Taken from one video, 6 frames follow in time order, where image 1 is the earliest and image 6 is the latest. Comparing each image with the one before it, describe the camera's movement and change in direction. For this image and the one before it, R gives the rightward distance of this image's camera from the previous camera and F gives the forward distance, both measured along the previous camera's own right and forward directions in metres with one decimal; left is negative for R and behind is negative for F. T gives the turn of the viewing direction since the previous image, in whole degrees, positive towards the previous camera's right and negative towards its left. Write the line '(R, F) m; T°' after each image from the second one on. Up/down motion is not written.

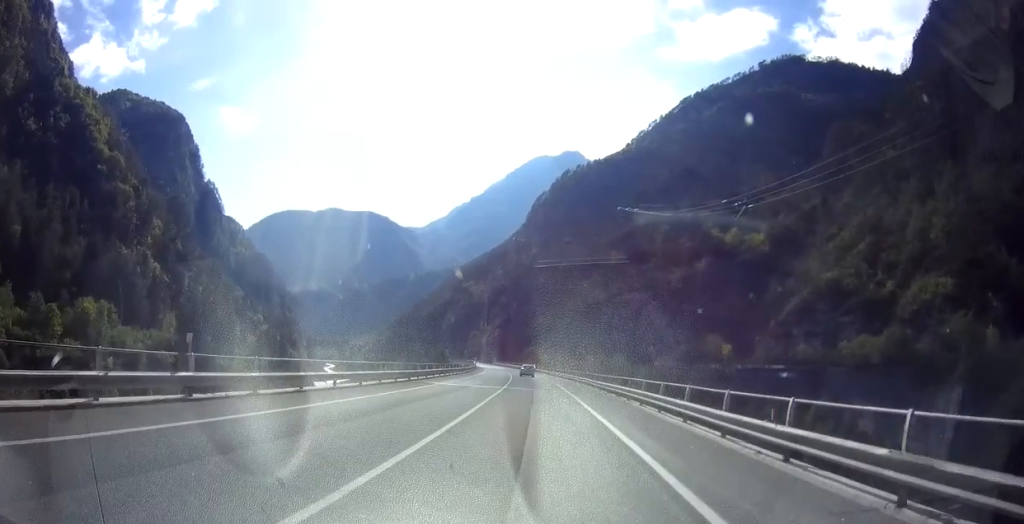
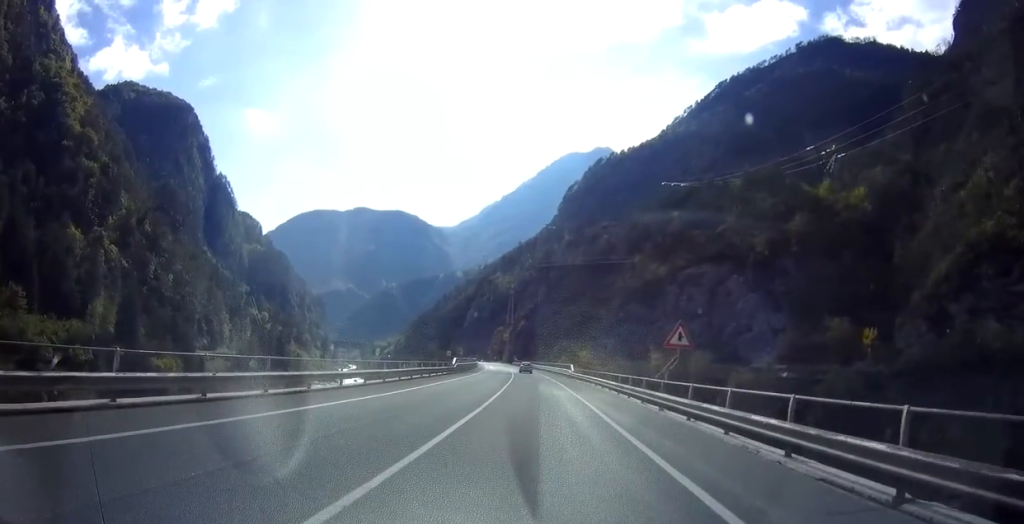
(-2.1, +54.5) m; -4°
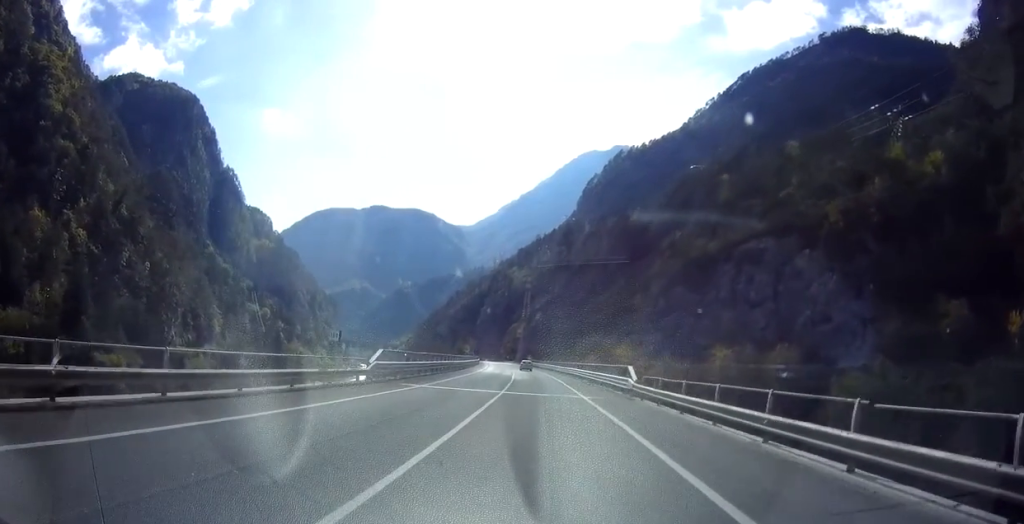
(-0.3, +30.5) m; -2°
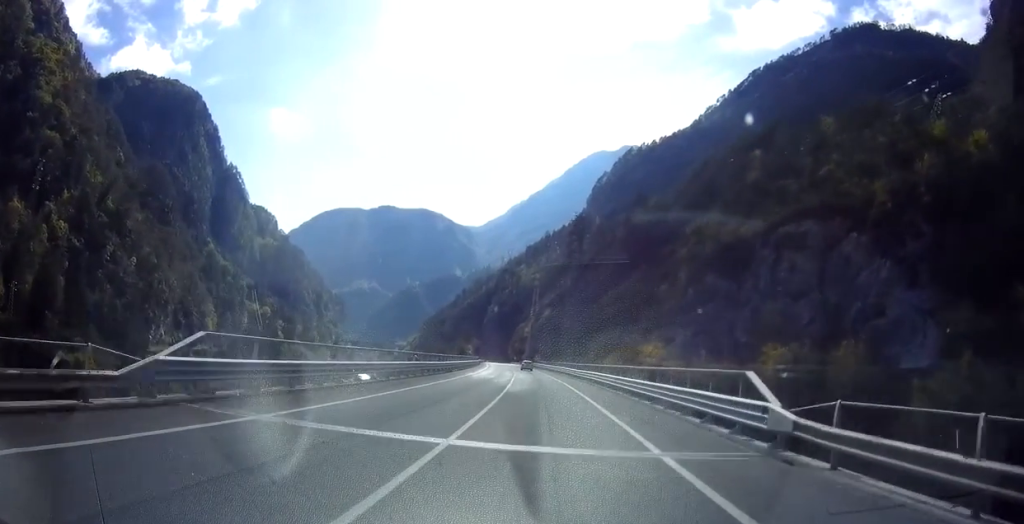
(-0.3, +15.2) m; -1°
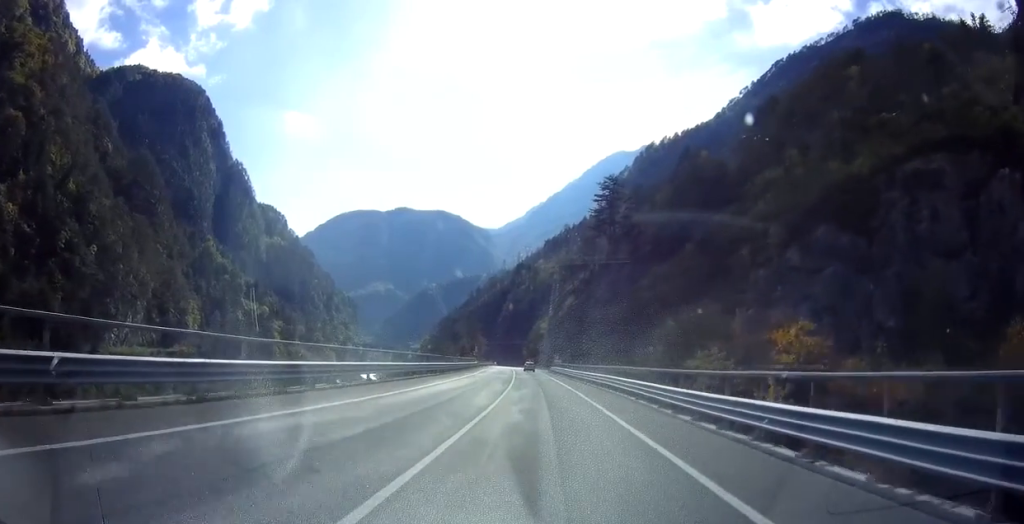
(-0.6, +35.4) m; -2°
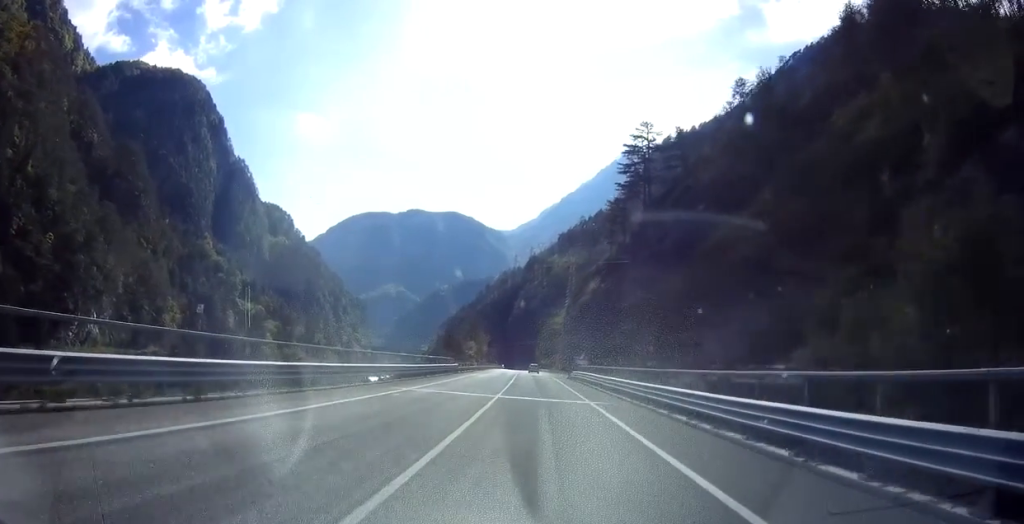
(-0.5, +29.1) m; -1°
